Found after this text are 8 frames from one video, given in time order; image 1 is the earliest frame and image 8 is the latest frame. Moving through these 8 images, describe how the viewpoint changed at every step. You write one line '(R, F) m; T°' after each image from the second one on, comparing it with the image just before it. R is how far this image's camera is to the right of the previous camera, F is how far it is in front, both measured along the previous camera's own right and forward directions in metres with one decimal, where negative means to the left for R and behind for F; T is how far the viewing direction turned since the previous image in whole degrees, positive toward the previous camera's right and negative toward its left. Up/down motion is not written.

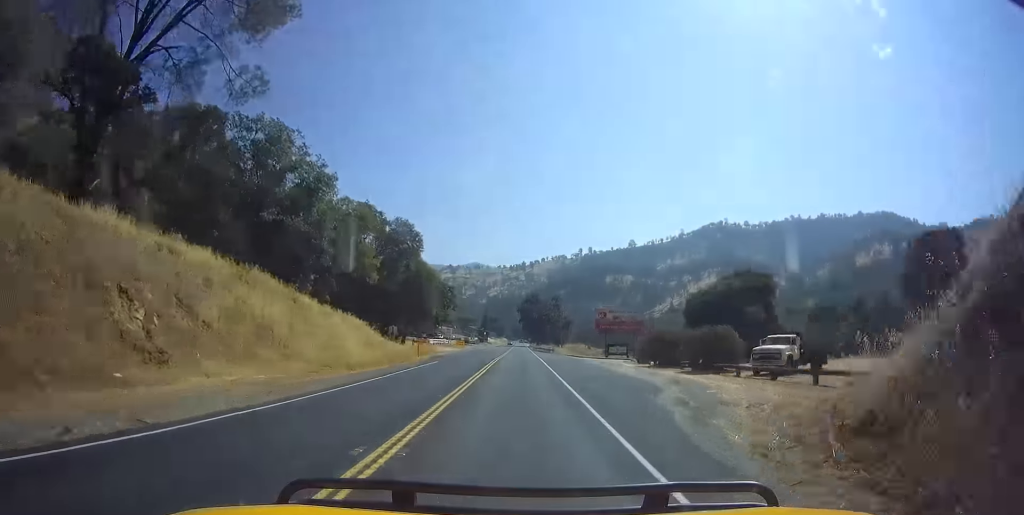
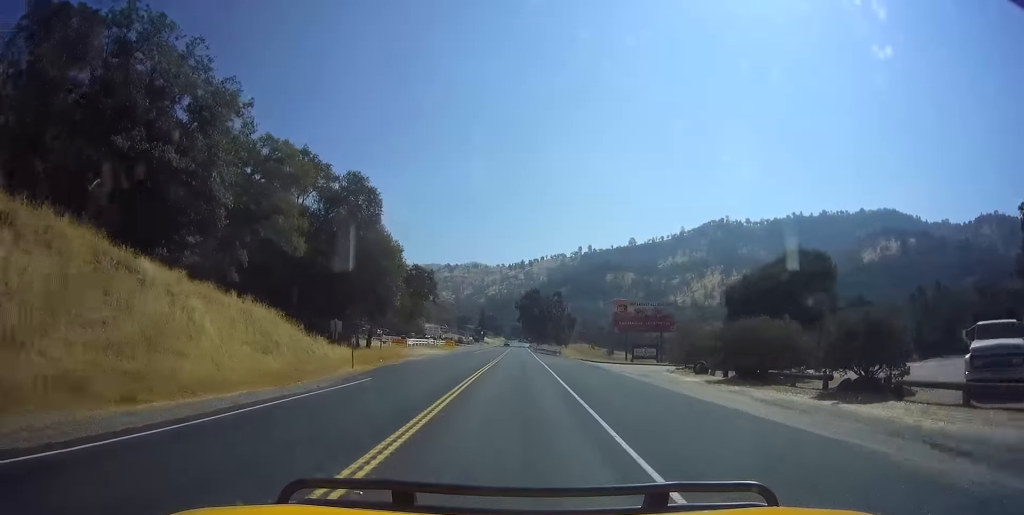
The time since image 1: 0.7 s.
(-0.3, +16.3) m; +1°
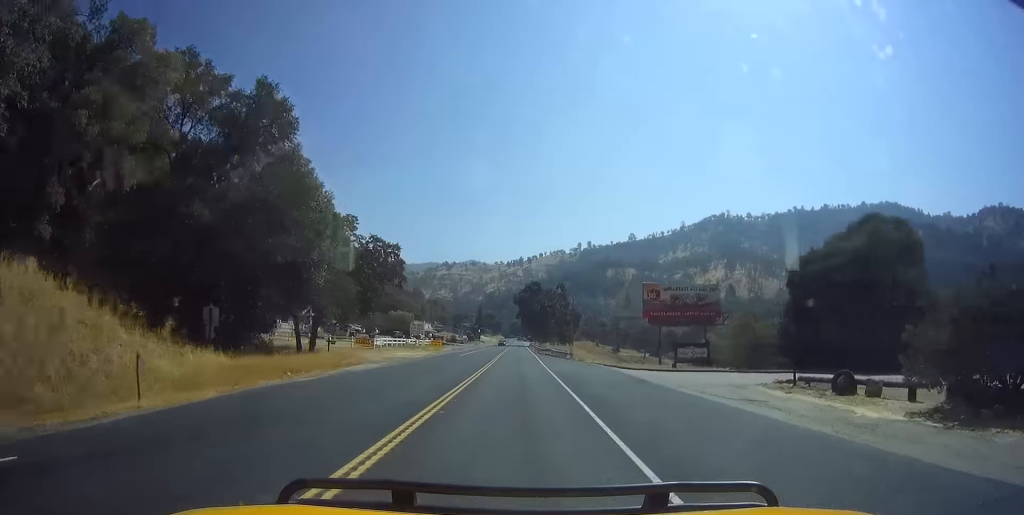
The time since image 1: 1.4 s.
(+0.5, +15.8) m; +2°
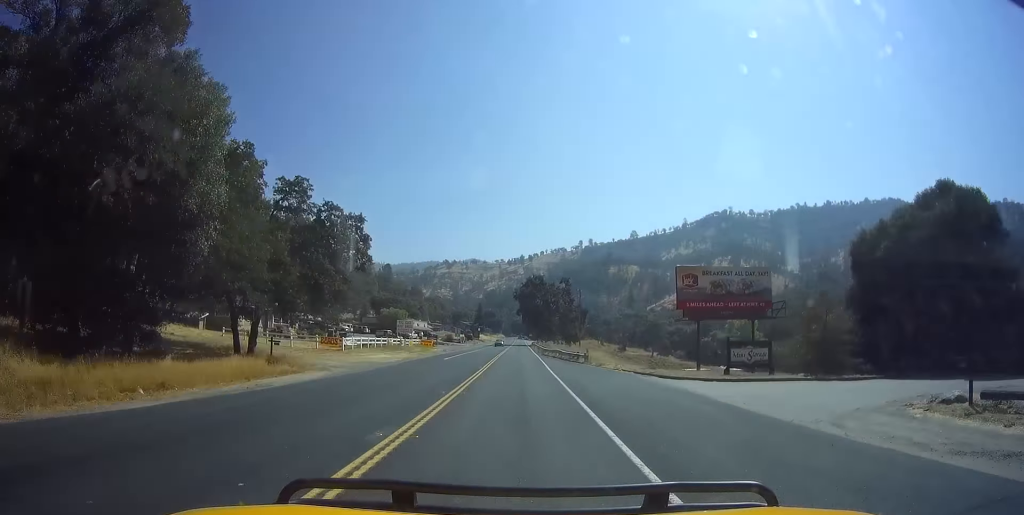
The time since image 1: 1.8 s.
(+0.1, +10.3) m; 0°
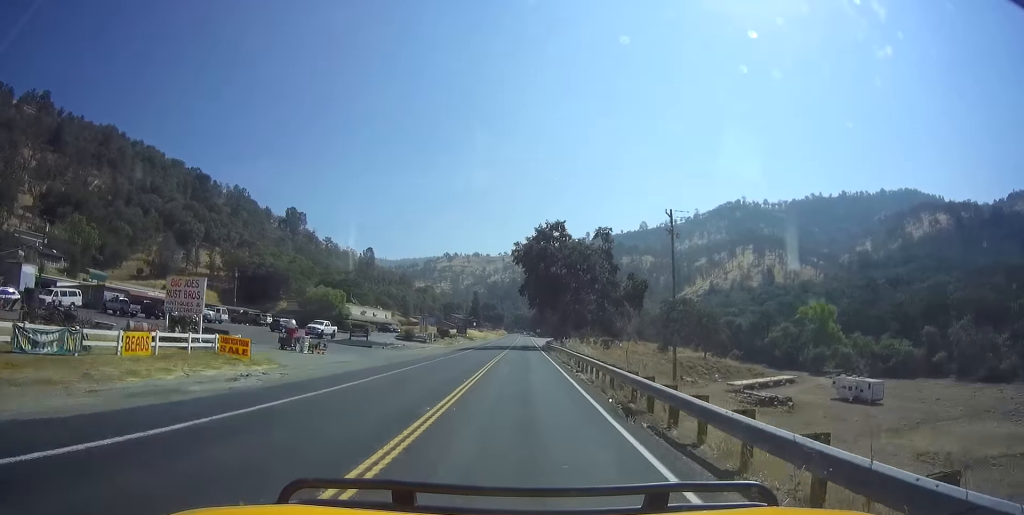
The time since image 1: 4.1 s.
(-0.5, +55.0) m; 0°
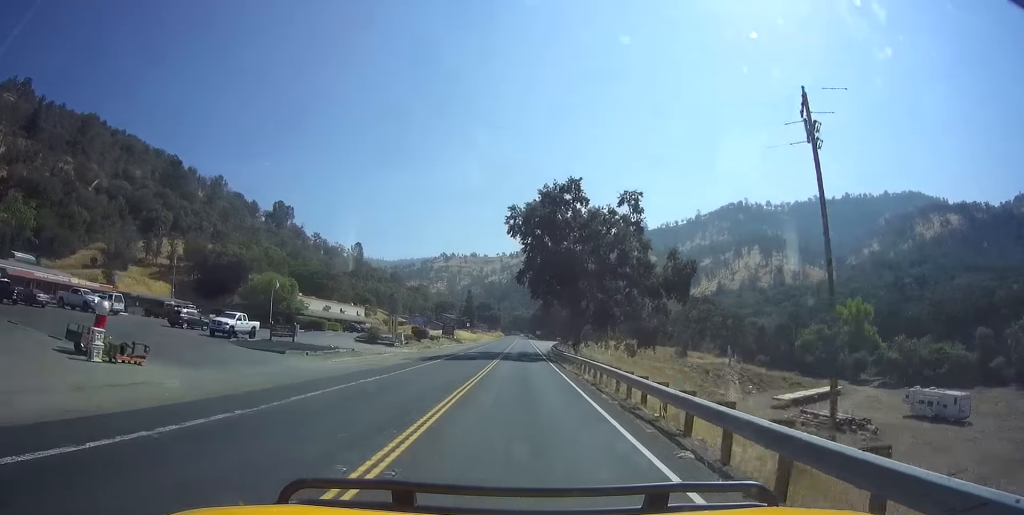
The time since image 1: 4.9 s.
(+0.1, +19.9) m; 0°
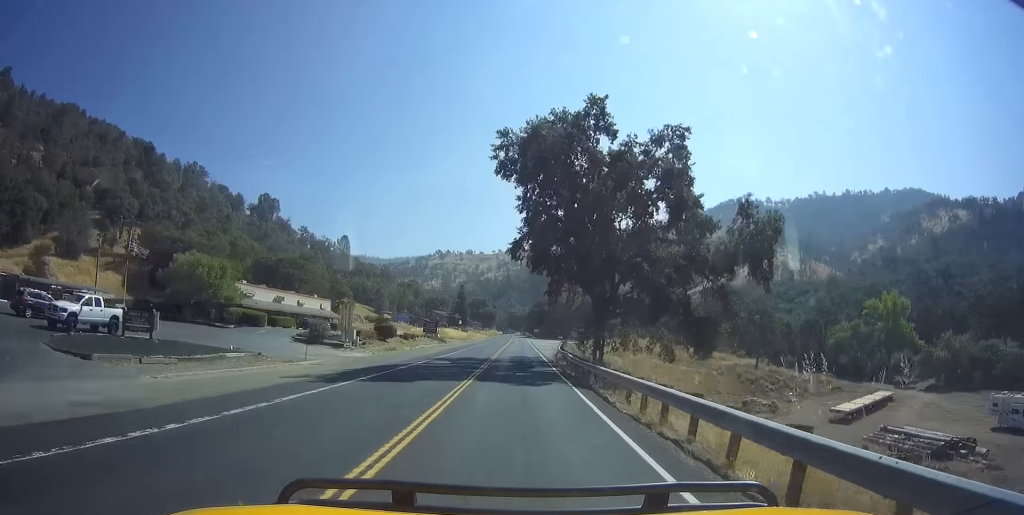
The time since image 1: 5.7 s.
(-0.2, +17.5) m; 0°
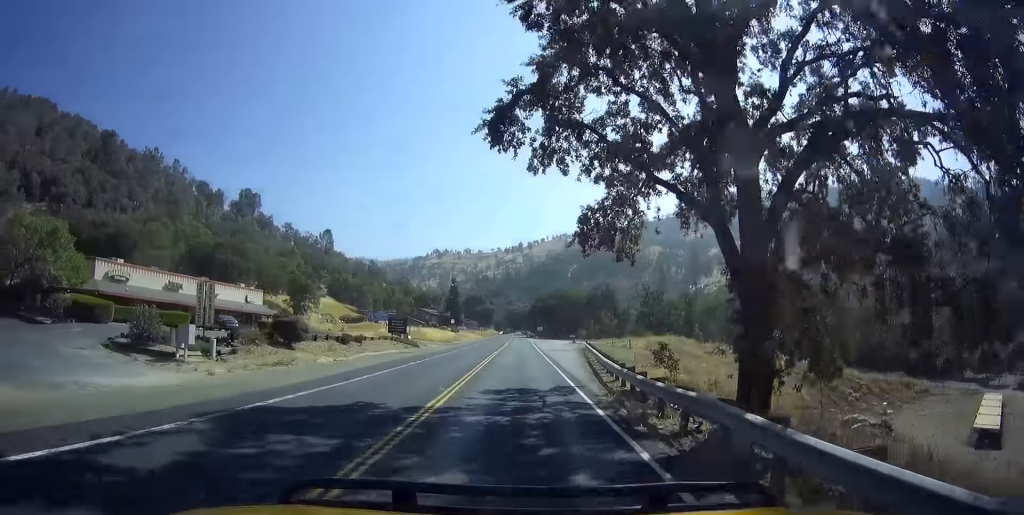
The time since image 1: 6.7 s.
(+0.1, +24.7) m; 0°
